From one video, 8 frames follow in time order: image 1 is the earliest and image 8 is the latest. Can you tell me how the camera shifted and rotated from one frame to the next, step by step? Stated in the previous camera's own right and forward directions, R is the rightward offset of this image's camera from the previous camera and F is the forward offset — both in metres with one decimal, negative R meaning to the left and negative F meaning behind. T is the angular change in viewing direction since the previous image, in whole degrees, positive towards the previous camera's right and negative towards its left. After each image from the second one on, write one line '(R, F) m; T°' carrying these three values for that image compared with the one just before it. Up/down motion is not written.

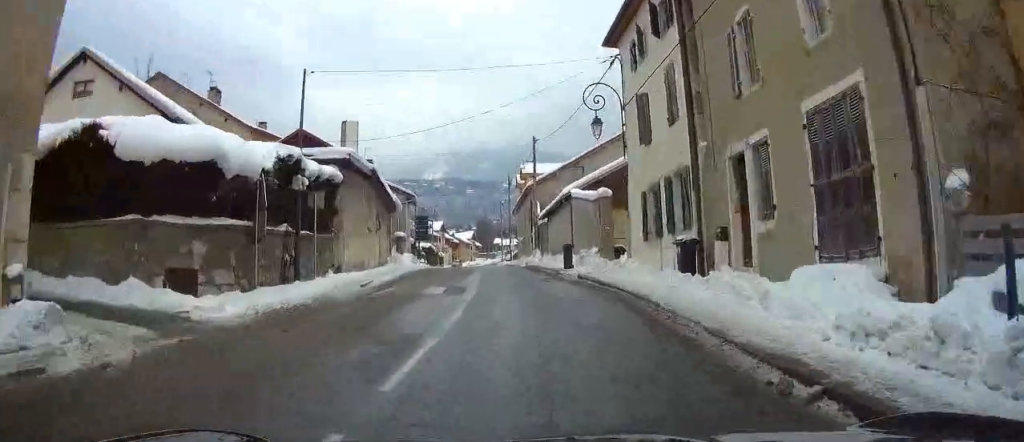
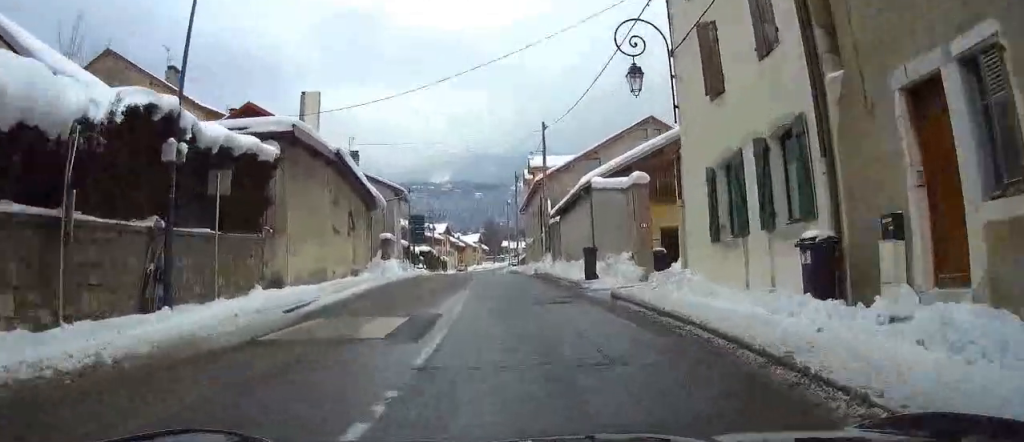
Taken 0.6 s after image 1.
(0.0, +7.3) m; 0°
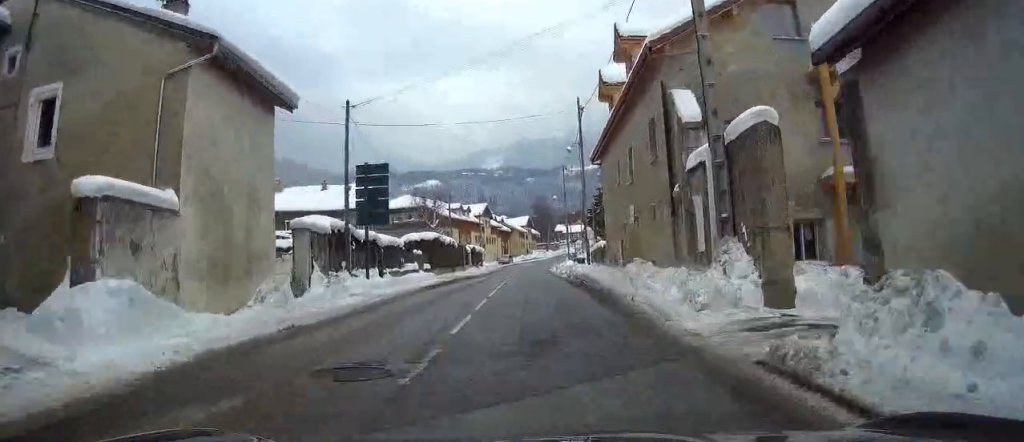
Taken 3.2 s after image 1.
(+0.1, +30.5) m; 0°
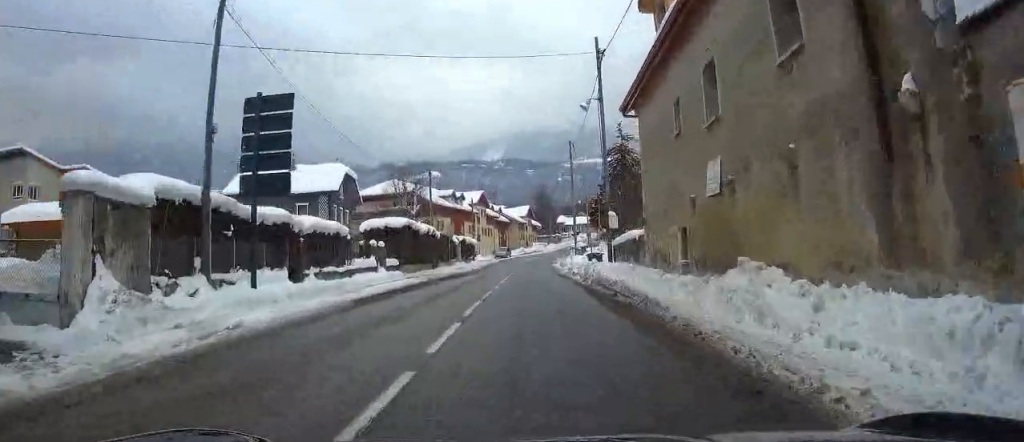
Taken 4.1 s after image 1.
(0.0, +11.4) m; -2°
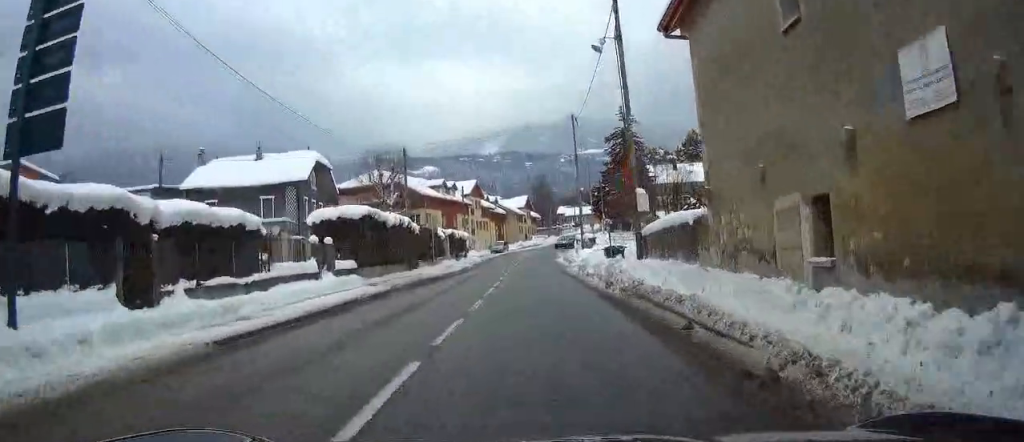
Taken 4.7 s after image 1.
(-0.2, +8.0) m; -1°
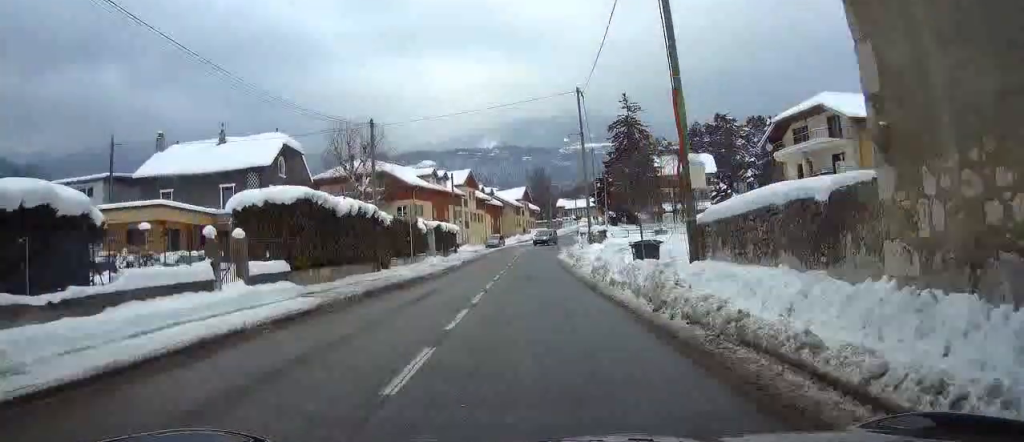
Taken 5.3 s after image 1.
(-0.1, +7.7) m; -1°
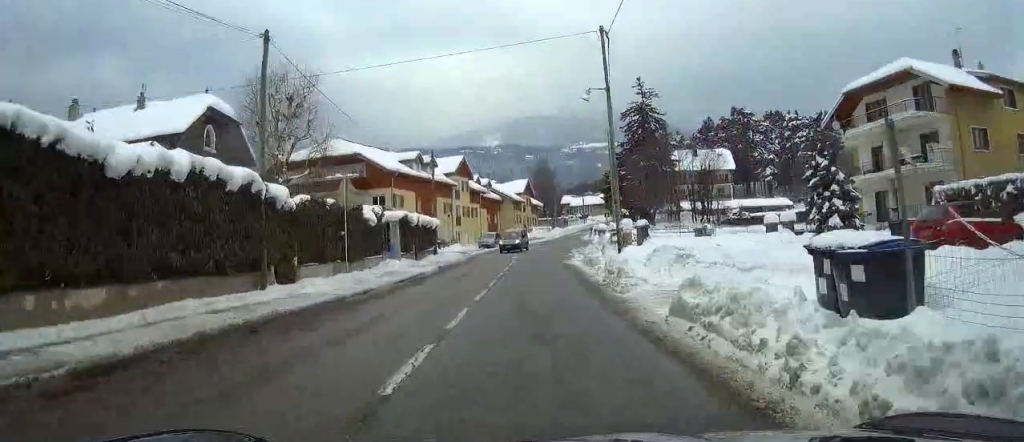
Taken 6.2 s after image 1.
(0.0, +12.7) m; +1°
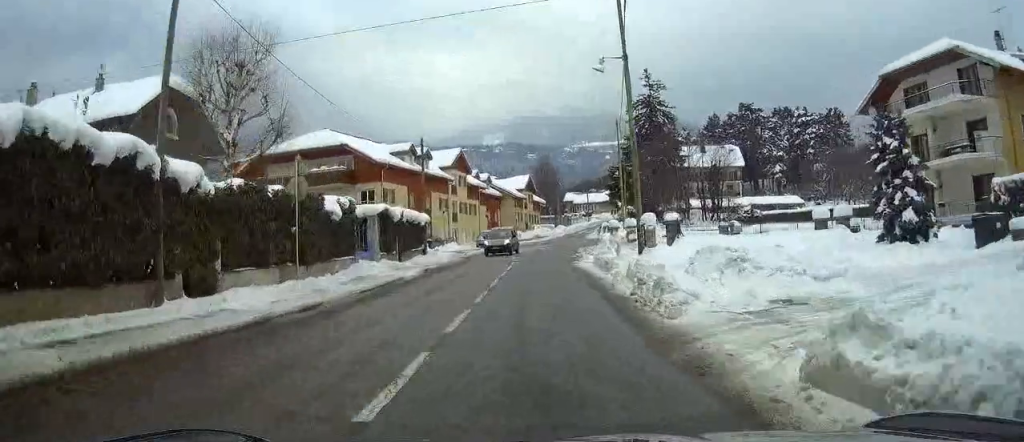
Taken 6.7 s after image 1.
(0.0, +5.4) m; 0°
